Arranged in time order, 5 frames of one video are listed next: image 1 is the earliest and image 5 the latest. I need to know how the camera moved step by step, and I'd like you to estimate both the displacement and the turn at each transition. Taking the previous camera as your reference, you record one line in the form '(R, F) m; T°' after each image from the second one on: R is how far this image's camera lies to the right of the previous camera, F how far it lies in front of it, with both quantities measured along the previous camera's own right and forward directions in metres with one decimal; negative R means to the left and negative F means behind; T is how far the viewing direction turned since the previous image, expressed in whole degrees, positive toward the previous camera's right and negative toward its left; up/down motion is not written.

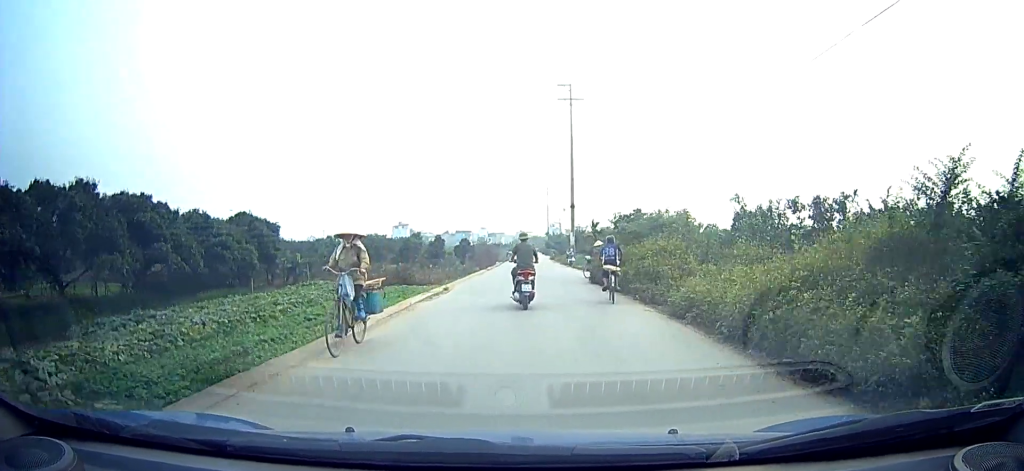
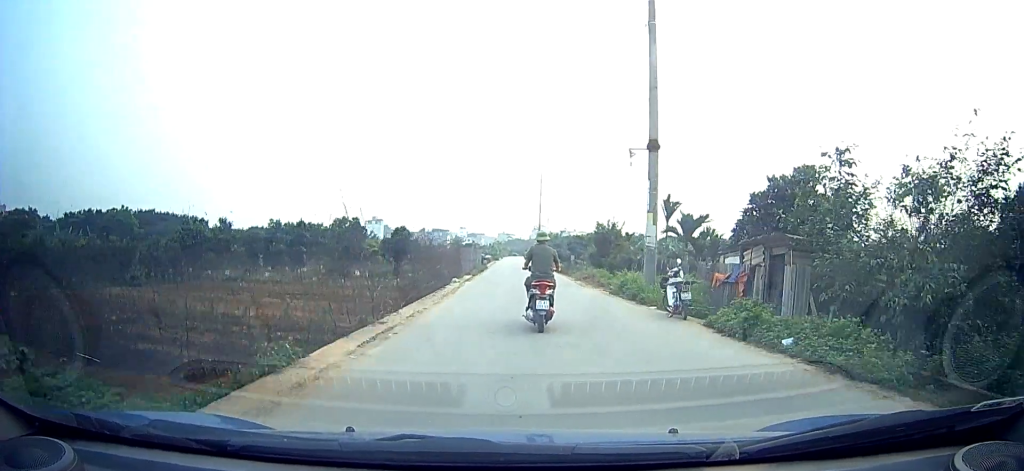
(+0.3, +31.2) m; +2°
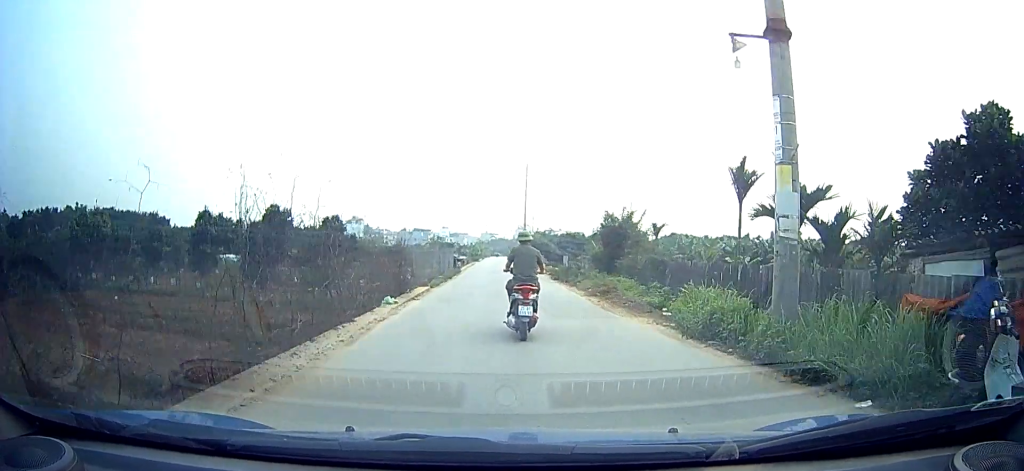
(0.0, +9.8) m; -3°
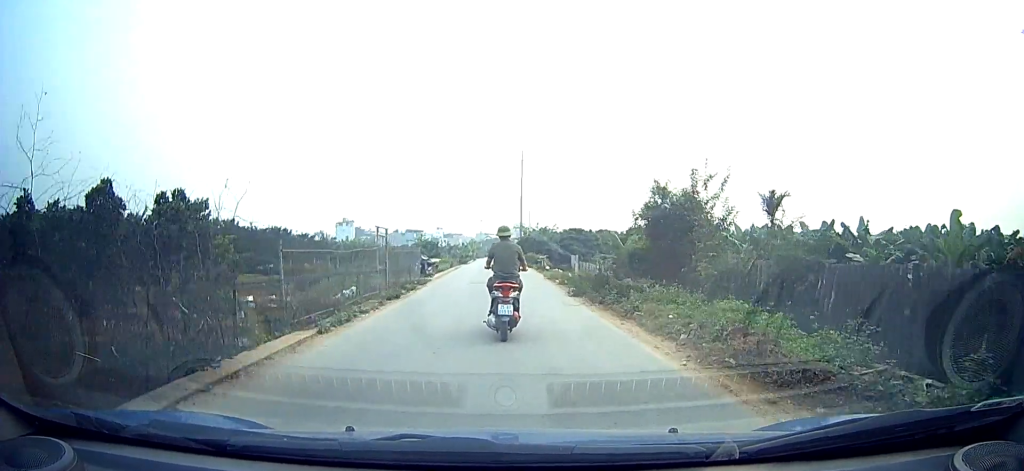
(-0.6, +10.3) m; -2°
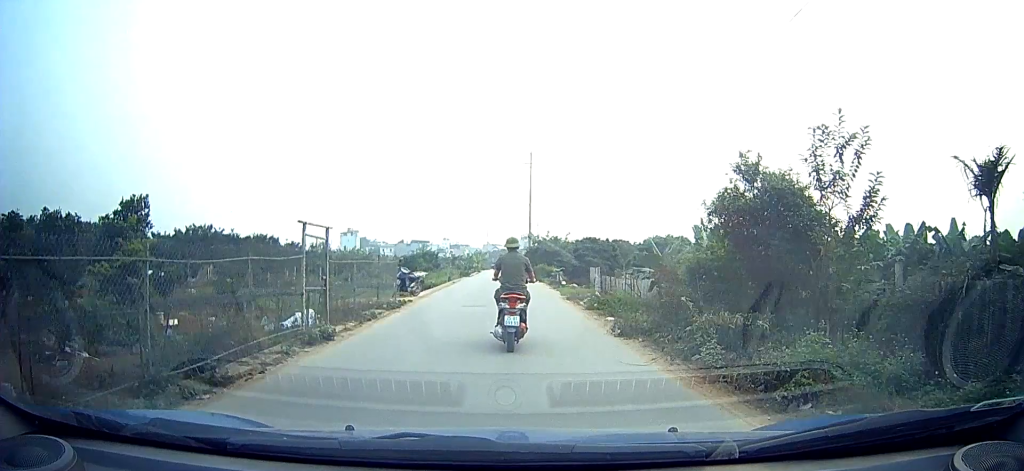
(-0.2, +5.9) m; 0°
